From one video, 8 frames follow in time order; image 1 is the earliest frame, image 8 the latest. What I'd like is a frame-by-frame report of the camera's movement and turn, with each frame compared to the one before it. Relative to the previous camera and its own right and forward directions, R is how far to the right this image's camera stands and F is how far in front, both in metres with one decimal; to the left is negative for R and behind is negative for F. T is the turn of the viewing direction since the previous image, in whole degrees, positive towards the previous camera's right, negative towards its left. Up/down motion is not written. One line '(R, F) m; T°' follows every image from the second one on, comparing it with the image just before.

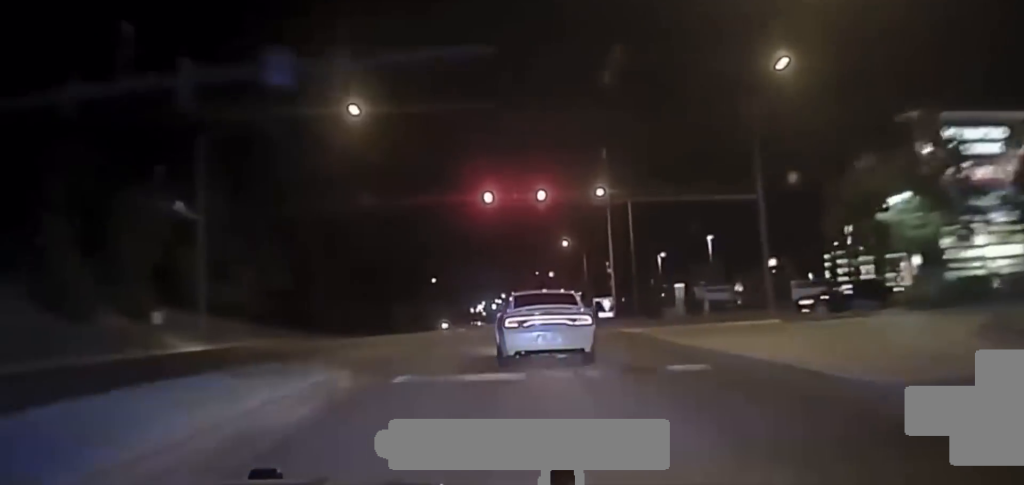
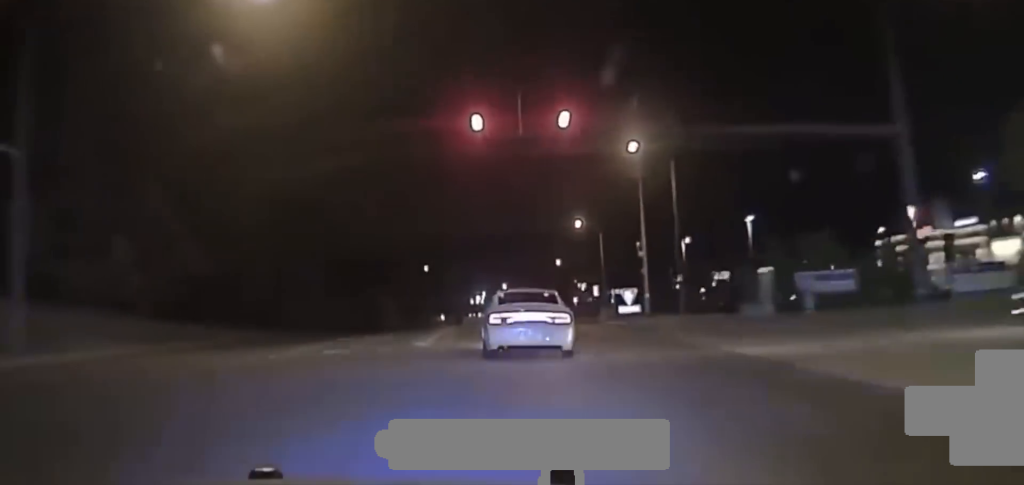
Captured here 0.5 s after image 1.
(0.0, +18.8) m; 0°
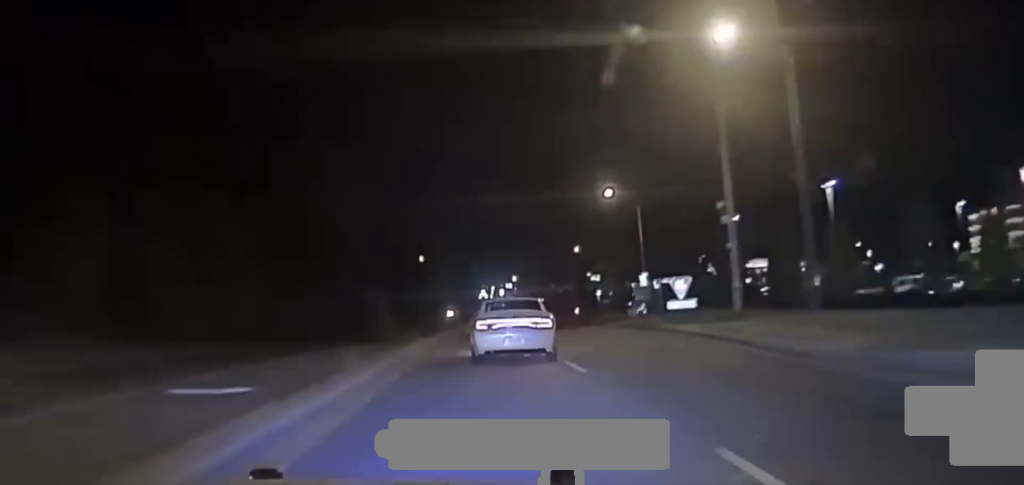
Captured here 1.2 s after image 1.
(0.0, +24.2) m; -1°
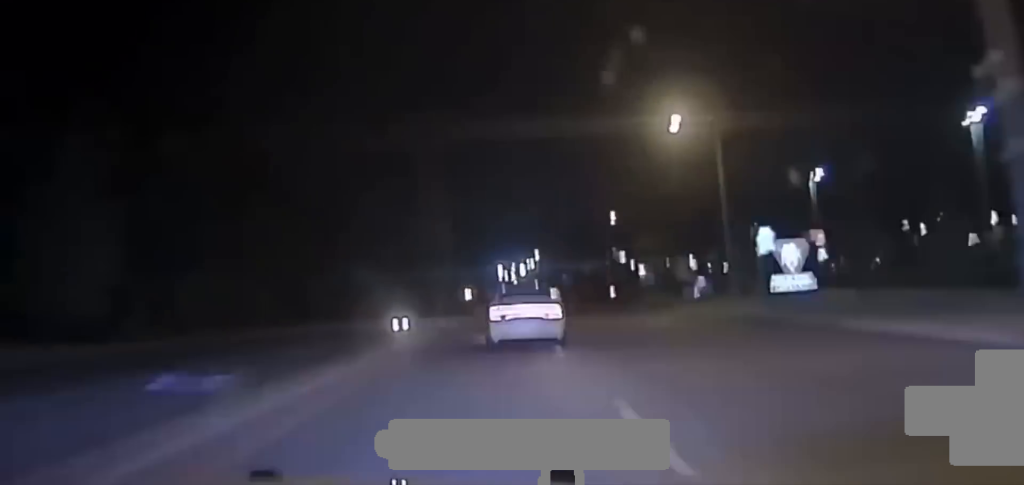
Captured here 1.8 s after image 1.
(-0.2, +23.4) m; -1°
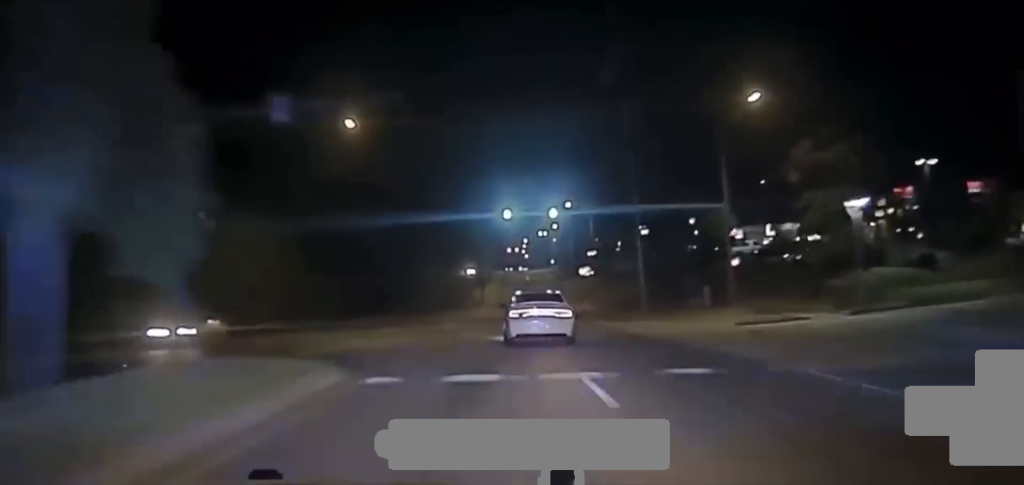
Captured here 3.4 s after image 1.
(-0.6, +62.2) m; -1°
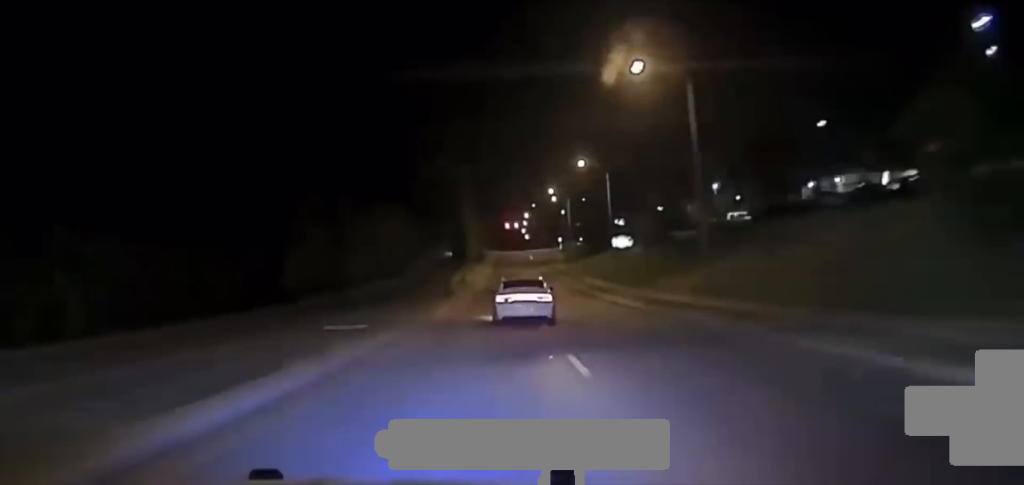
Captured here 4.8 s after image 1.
(-0.3, +55.8) m; 0°
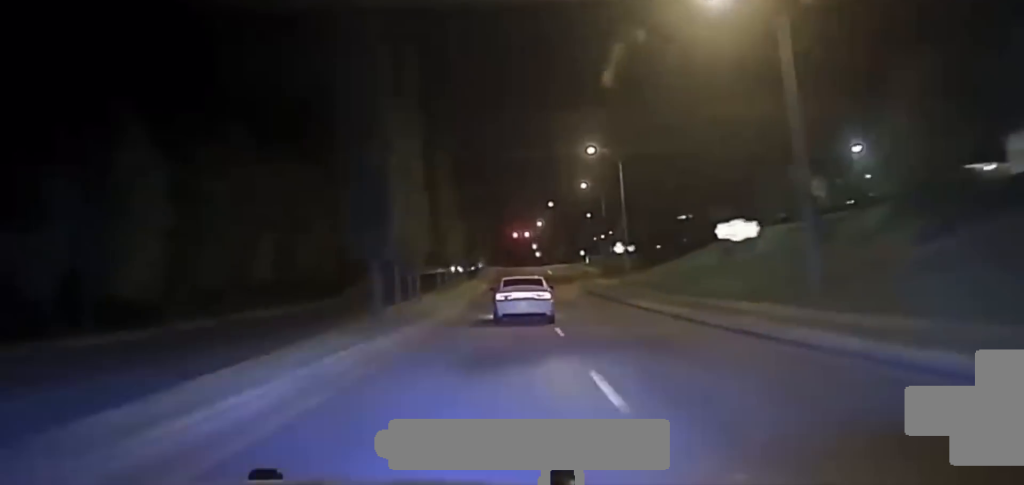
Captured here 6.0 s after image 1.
(0.0, +53.7) m; 0°
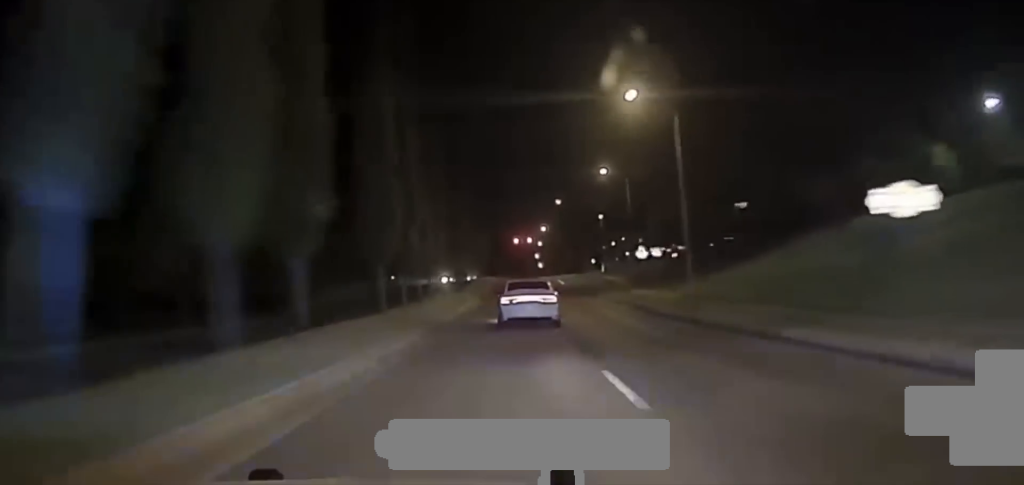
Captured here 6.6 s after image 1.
(-0.1, +25.1) m; 0°
